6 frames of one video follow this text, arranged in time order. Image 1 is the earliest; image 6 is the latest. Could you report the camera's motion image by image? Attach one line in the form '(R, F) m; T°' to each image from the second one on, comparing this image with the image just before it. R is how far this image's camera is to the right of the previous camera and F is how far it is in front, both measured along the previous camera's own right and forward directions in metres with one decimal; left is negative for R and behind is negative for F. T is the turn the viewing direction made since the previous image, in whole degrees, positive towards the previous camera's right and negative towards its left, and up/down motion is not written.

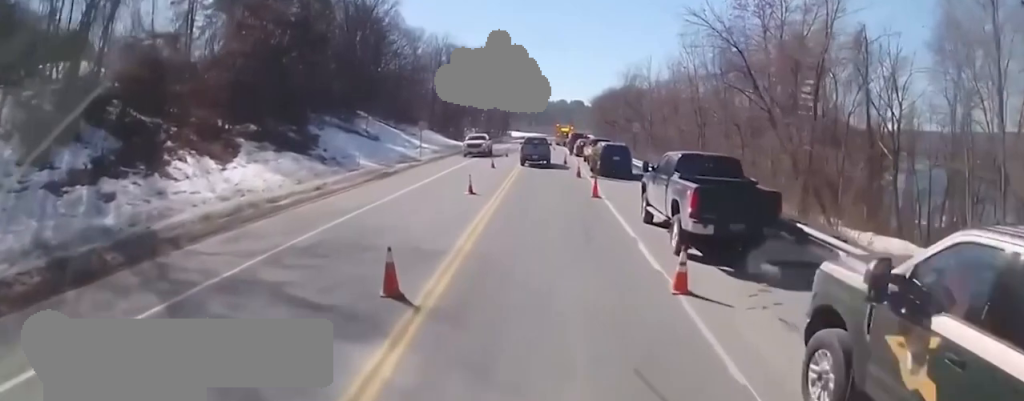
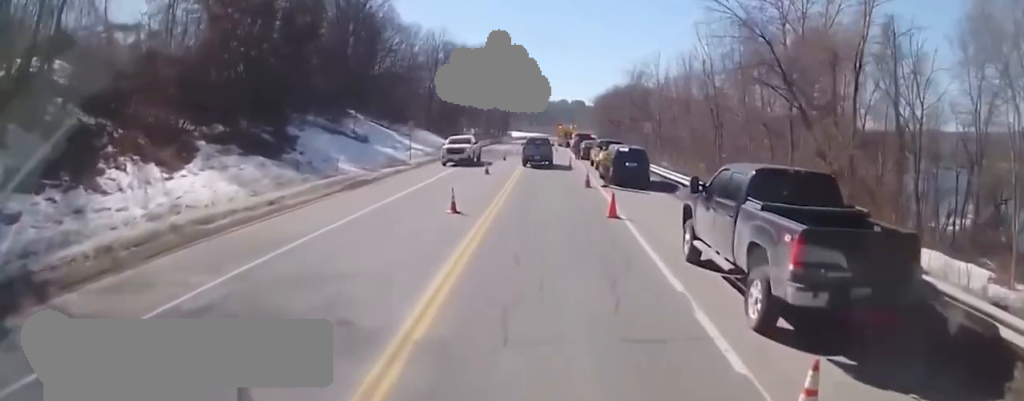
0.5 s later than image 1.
(-0.1, +4.3) m; 0°
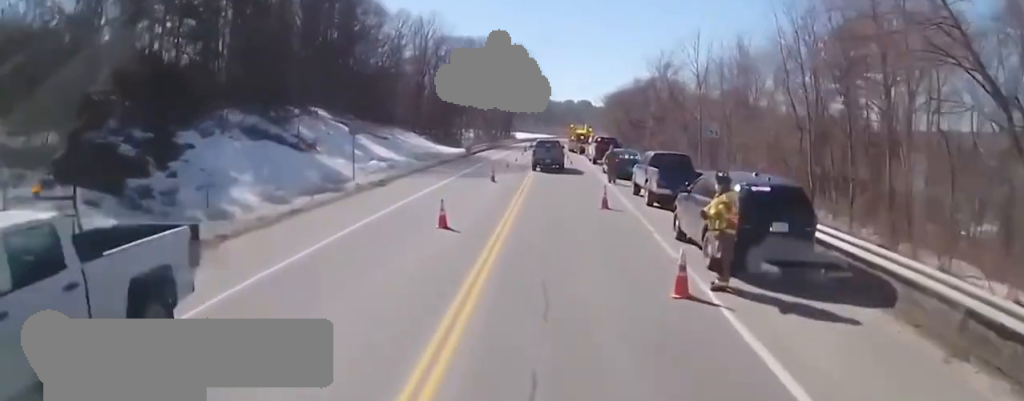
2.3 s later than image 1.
(-0.3, +14.8) m; -1°
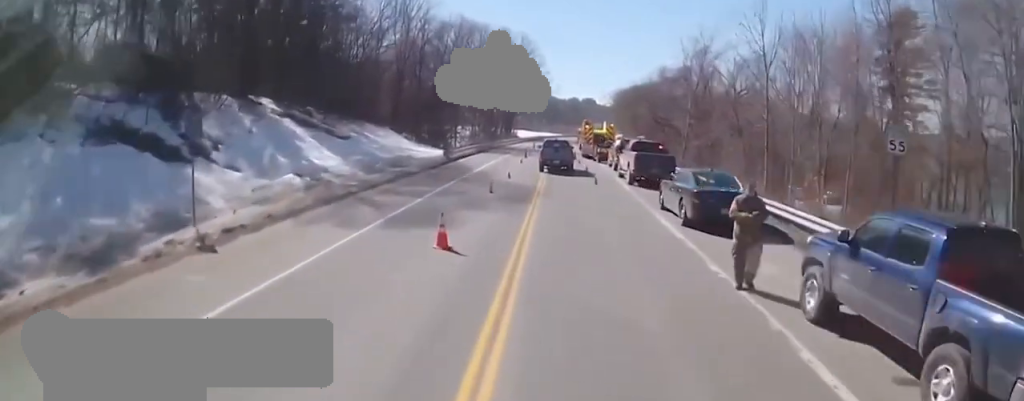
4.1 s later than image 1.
(+0.6, +14.7) m; +2°
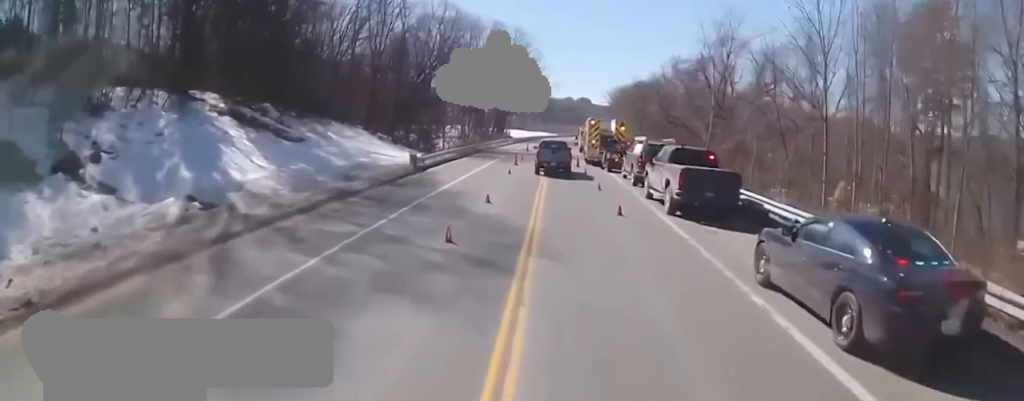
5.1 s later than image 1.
(0.0, +9.0) m; +2°
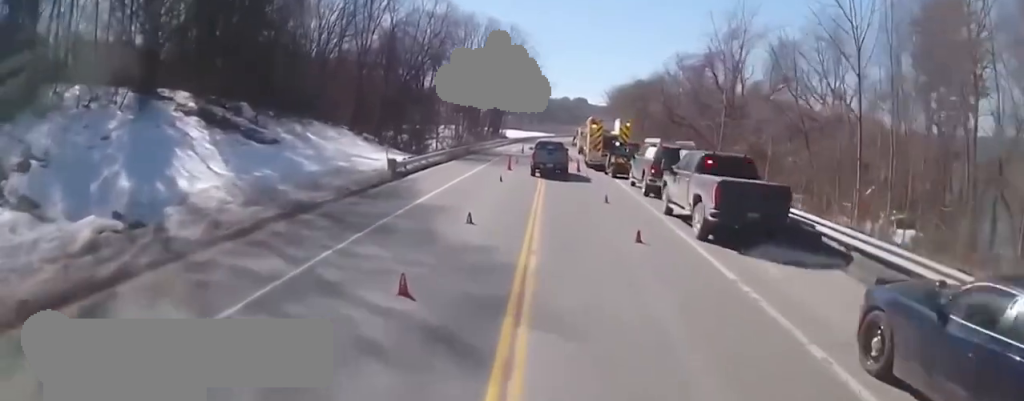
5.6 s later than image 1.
(0.0, +3.8) m; +1°
